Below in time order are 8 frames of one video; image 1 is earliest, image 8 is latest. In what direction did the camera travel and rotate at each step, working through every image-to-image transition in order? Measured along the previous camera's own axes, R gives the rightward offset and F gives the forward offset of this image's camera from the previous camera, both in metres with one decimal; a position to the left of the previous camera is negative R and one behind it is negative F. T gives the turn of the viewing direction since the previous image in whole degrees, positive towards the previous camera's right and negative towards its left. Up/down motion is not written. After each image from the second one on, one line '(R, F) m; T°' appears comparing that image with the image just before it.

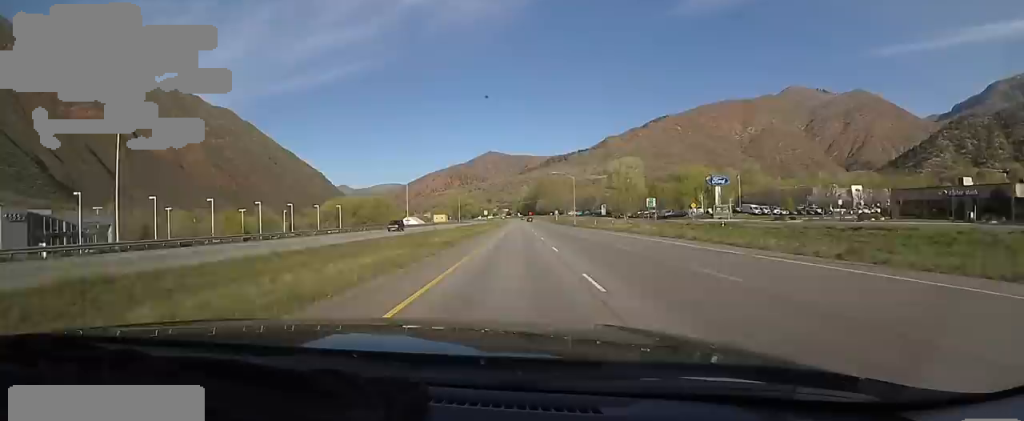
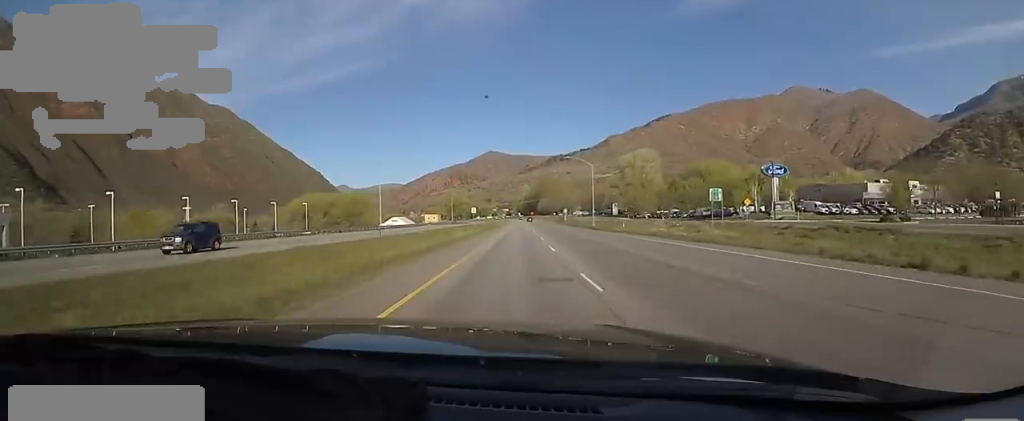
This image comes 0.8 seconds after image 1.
(-0.1, +24.1) m; 0°
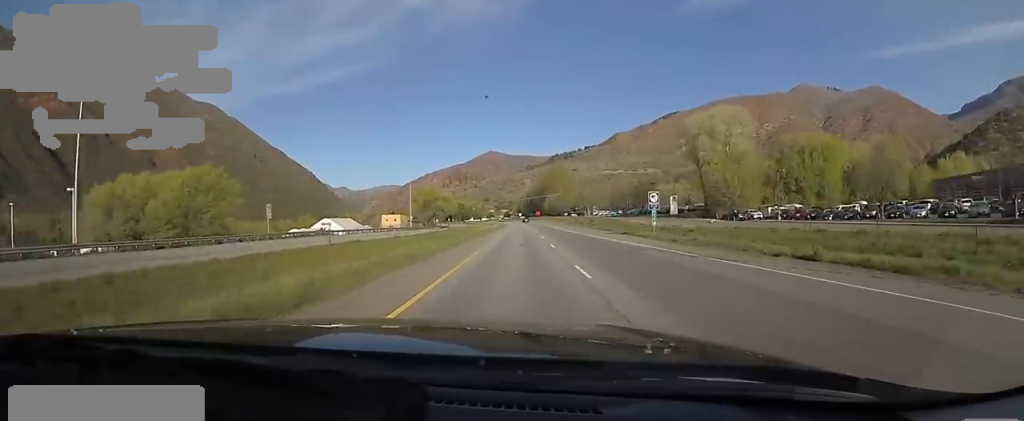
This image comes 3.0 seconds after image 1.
(+0.4, +70.3) m; 0°
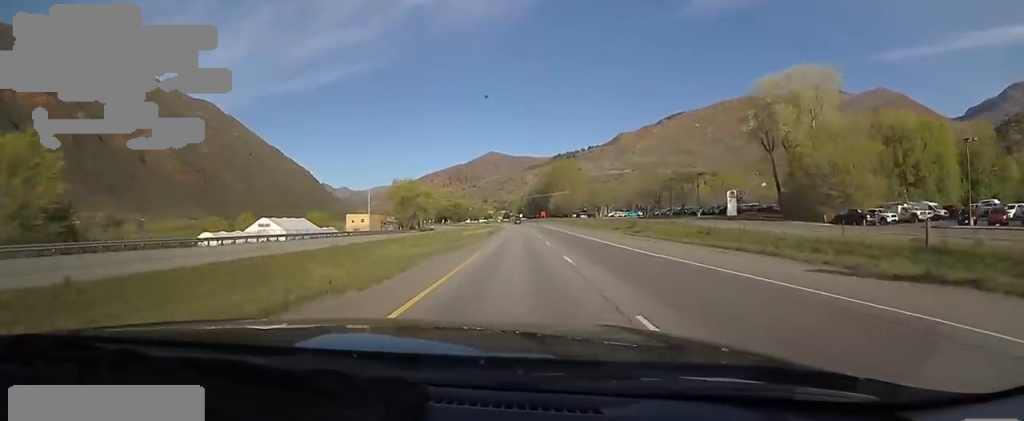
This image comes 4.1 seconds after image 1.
(-0.2, +32.0) m; 0°
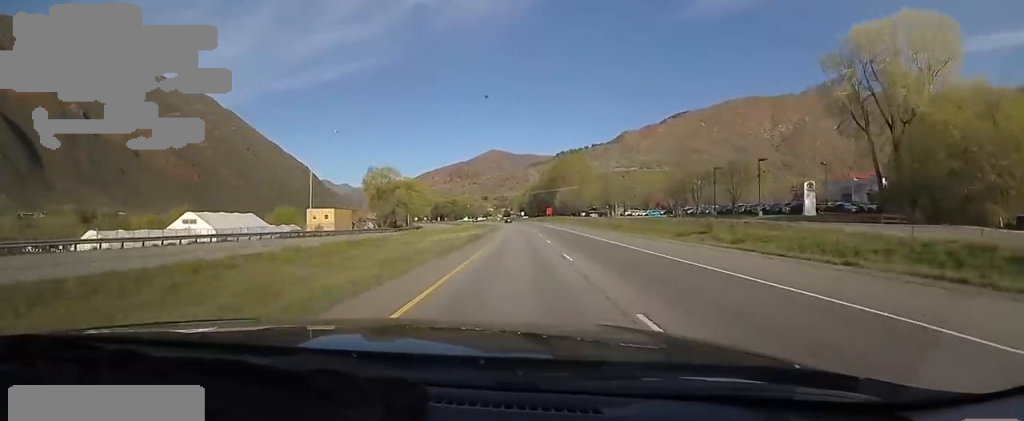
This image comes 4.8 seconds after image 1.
(0.0, +23.8) m; 0°
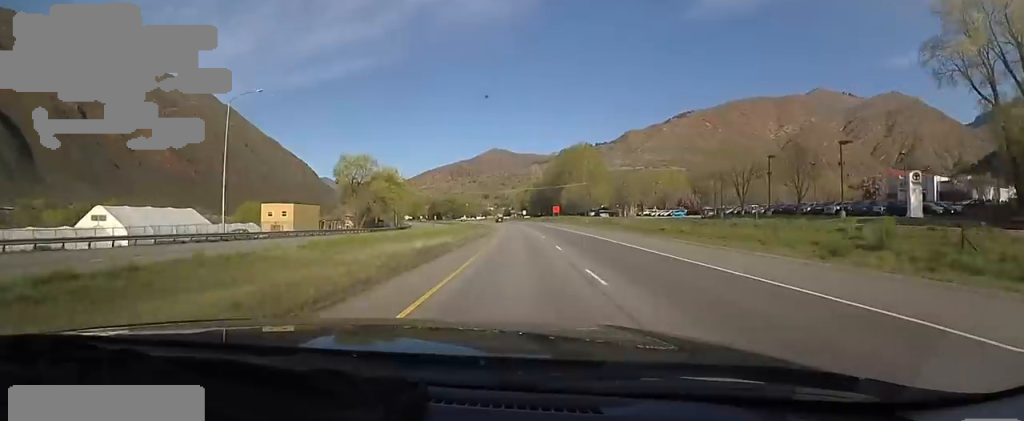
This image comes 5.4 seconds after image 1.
(0.0, +18.6) m; 0°
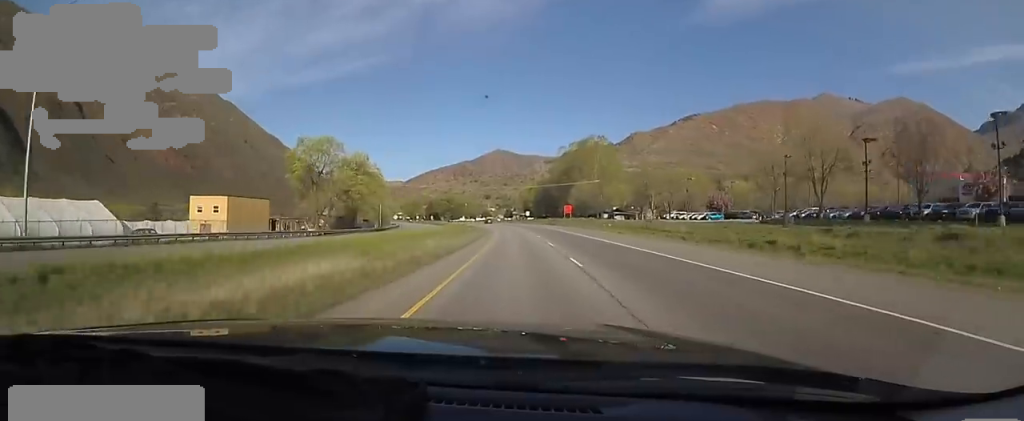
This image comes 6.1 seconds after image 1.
(0.0, +19.6) m; 0°
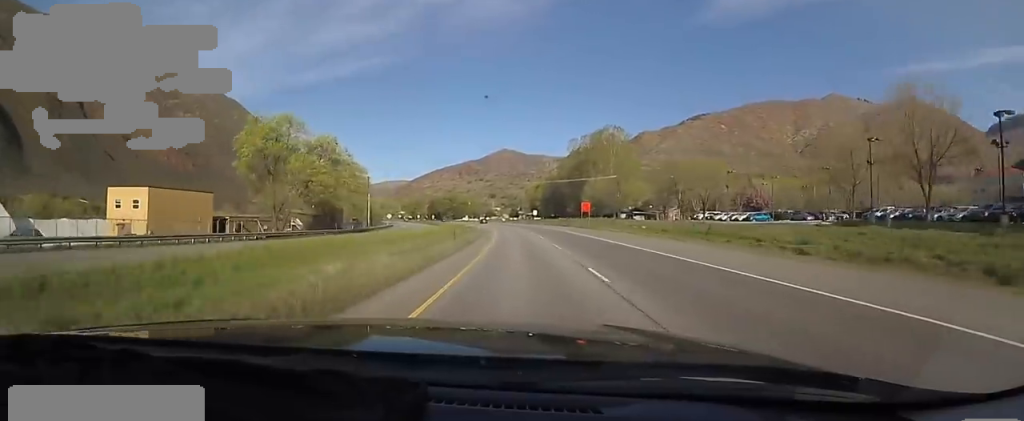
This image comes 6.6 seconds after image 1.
(+0.1, +15.3) m; -1°
